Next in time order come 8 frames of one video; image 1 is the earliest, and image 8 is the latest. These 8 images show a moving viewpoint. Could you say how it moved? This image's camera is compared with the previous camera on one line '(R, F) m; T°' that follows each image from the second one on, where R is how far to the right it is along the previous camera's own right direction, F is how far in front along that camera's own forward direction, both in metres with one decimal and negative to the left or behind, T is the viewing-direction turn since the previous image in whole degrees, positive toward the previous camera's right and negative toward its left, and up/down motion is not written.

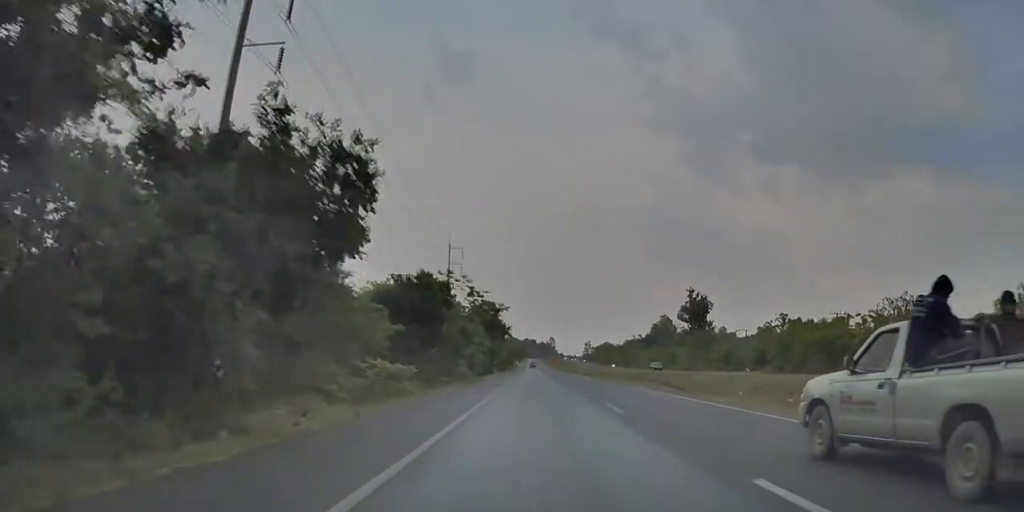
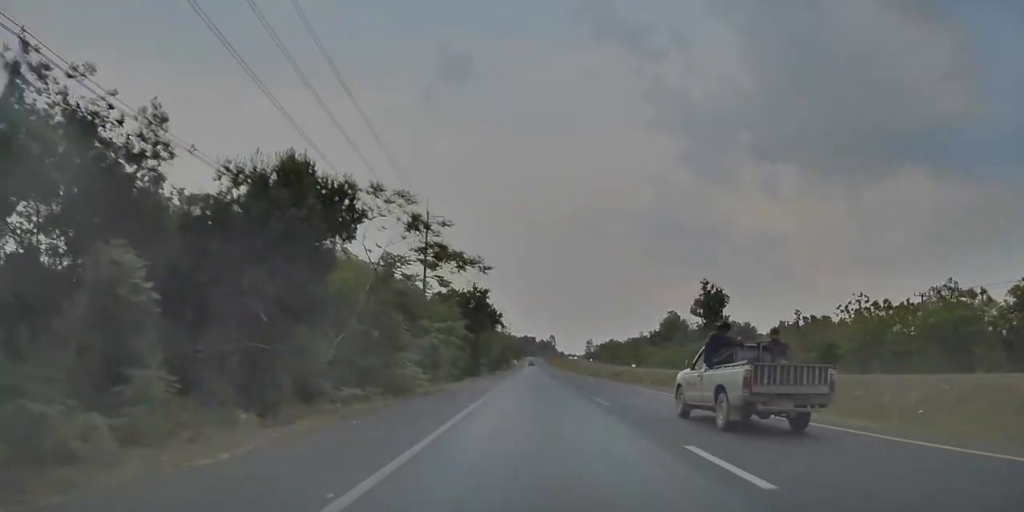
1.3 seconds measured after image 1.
(-0.5, +21.0) m; -3°
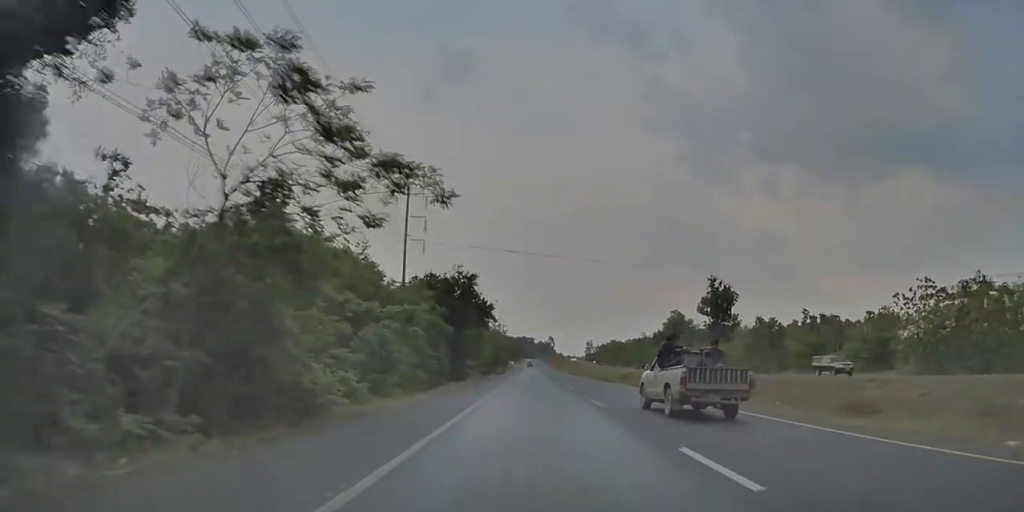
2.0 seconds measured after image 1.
(-0.1, +11.3) m; 0°
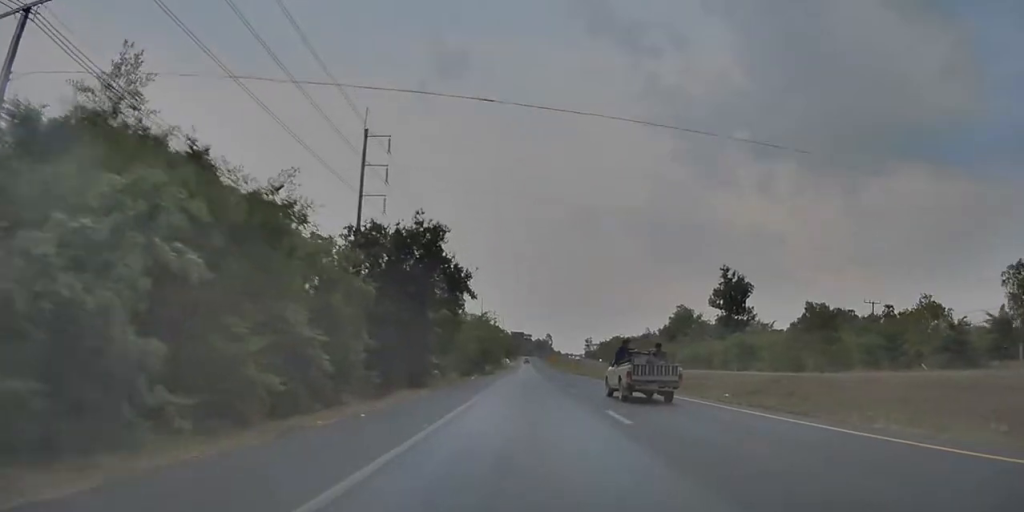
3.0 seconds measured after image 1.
(0.0, +17.0) m; 0°
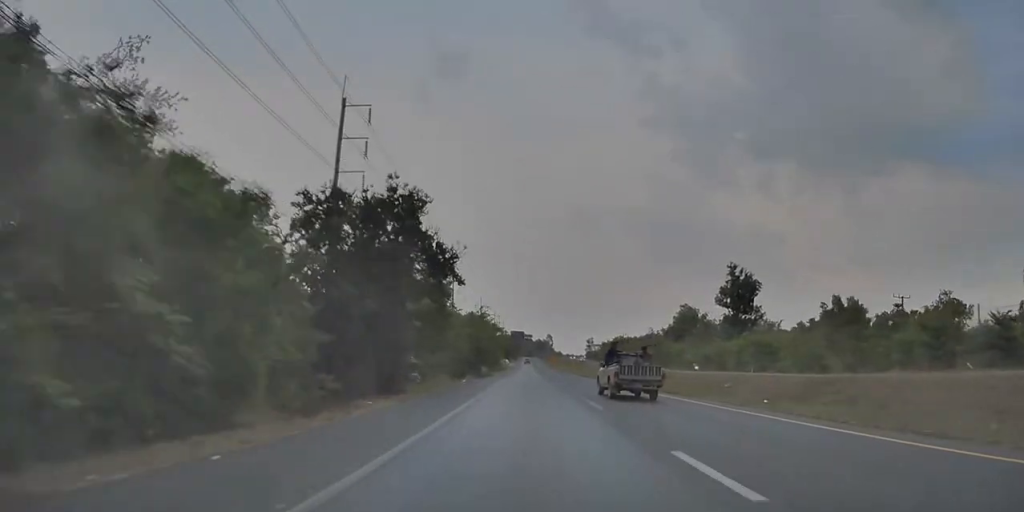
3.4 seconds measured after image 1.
(0.0, +6.8) m; 0°
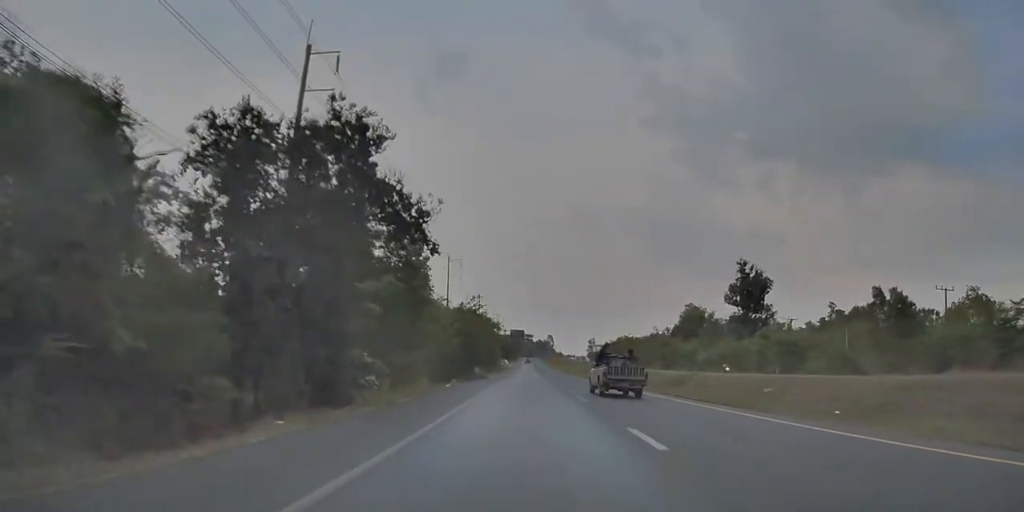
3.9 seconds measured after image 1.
(-0.1, +8.2) m; 0°
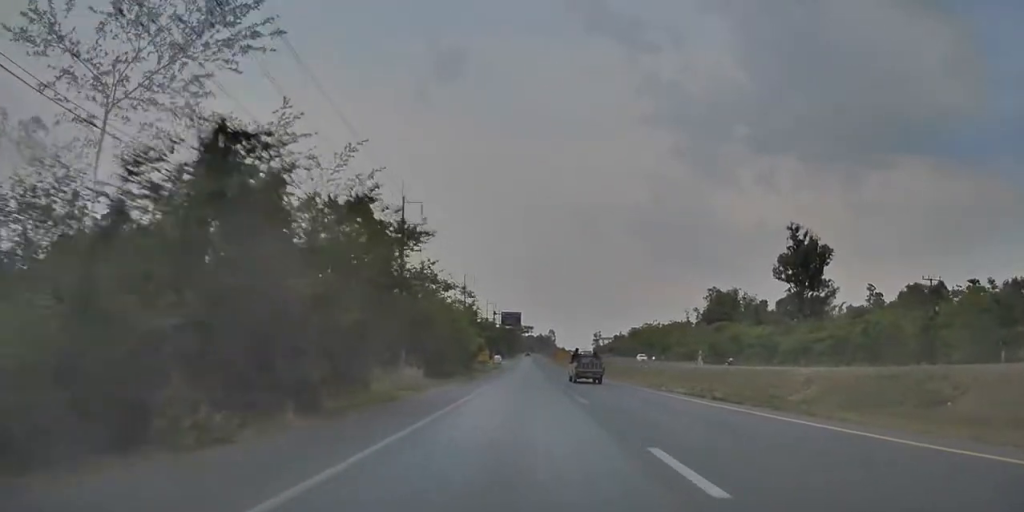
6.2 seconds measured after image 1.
(+2.2, +37.7) m; +6°
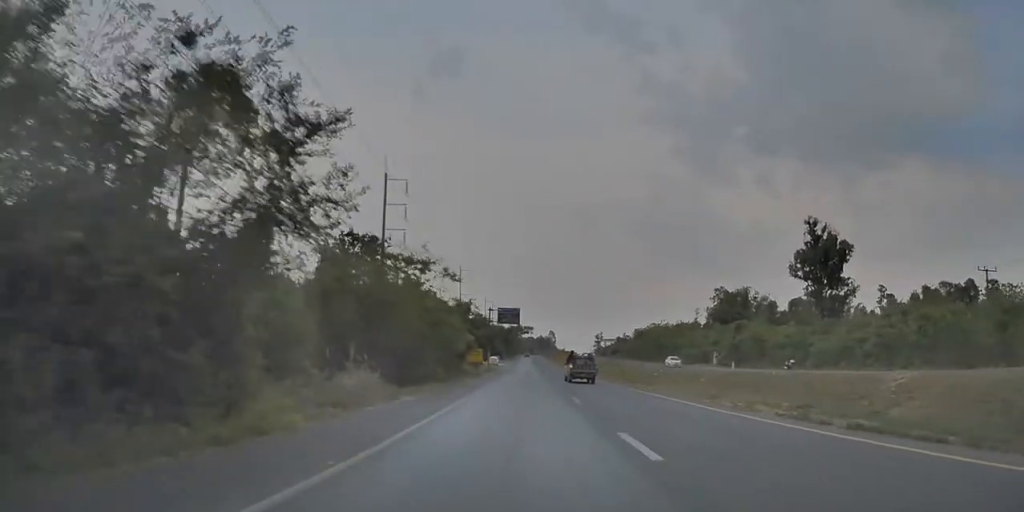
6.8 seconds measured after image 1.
(-0.1, +9.0) m; 0°
